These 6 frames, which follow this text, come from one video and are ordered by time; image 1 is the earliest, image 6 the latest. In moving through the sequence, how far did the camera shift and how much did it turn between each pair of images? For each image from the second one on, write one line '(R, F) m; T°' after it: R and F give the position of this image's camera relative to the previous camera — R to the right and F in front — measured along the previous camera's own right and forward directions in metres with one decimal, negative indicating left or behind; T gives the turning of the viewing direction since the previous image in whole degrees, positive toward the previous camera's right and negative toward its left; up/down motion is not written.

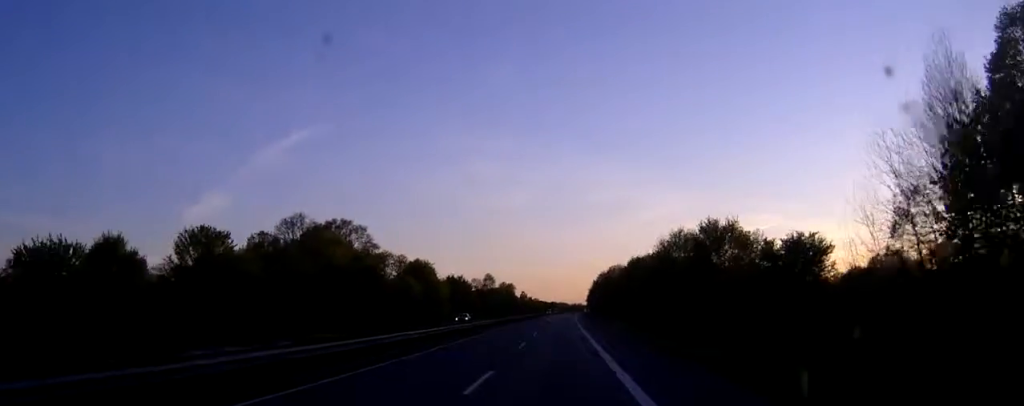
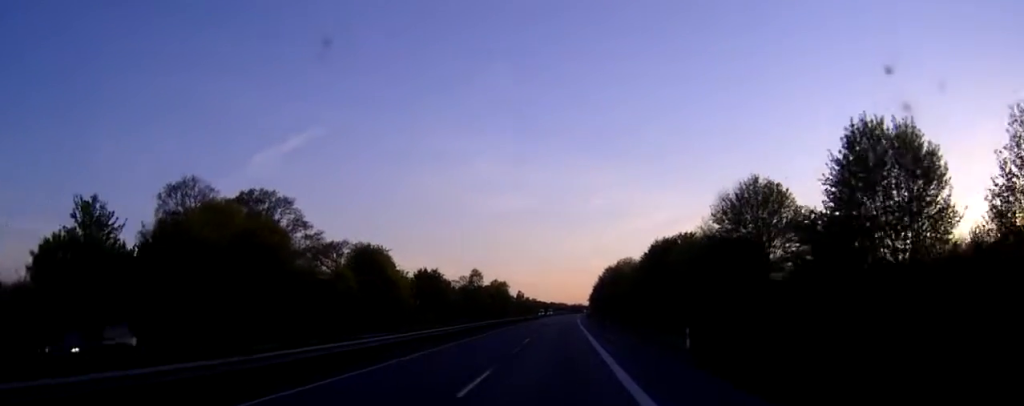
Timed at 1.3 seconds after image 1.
(+0.1, +36.0) m; 0°
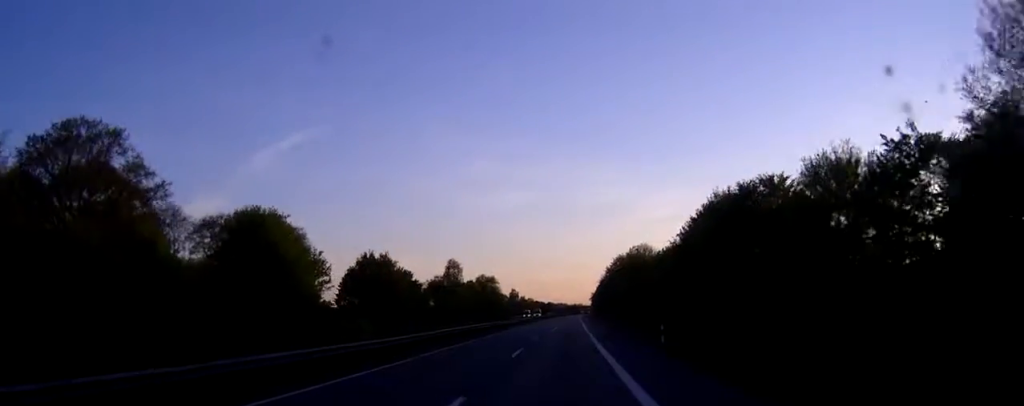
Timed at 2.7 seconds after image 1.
(+0.1, +40.6) m; 0°
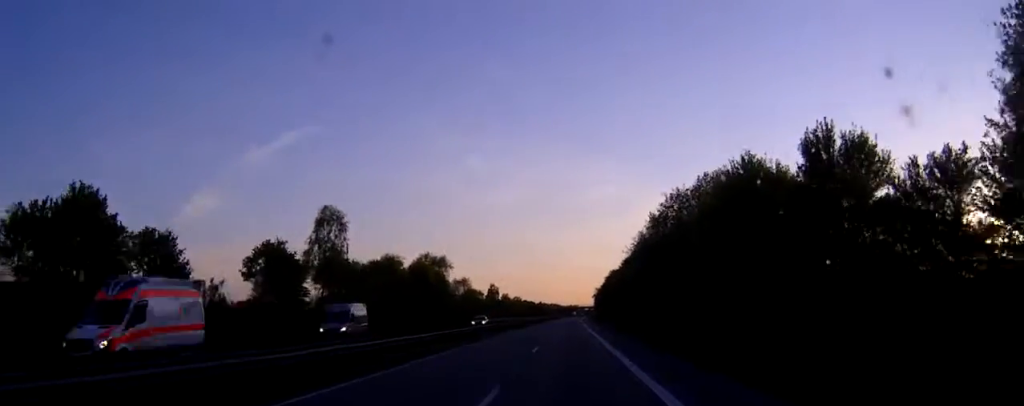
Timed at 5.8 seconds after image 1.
(+0.2, +86.8) m; 0°
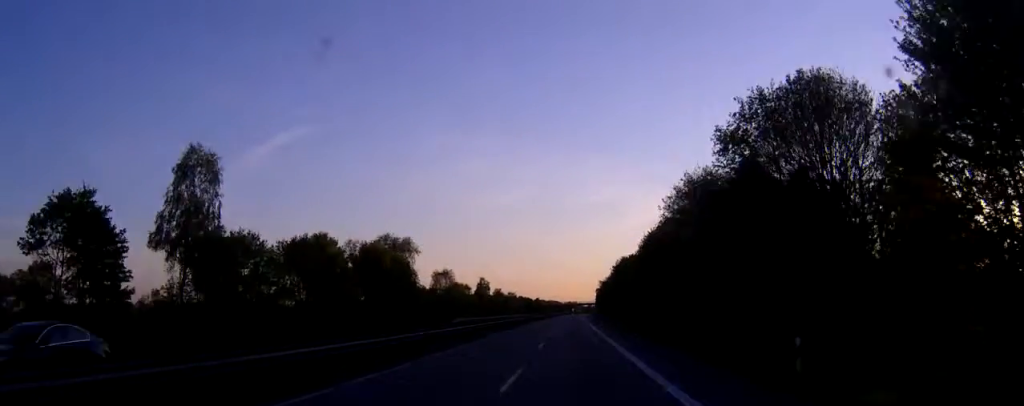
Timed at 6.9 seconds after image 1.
(+0.1, +31.9) m; 0°
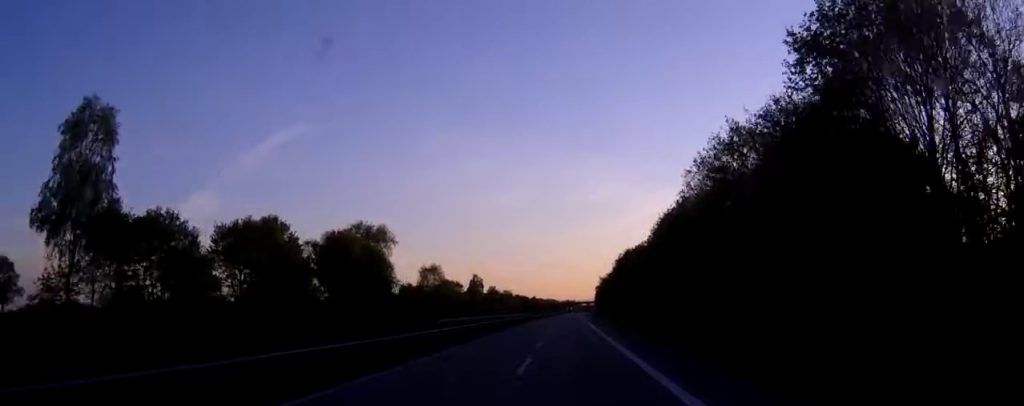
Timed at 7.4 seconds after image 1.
(0.0, +14.1) m; 0°
